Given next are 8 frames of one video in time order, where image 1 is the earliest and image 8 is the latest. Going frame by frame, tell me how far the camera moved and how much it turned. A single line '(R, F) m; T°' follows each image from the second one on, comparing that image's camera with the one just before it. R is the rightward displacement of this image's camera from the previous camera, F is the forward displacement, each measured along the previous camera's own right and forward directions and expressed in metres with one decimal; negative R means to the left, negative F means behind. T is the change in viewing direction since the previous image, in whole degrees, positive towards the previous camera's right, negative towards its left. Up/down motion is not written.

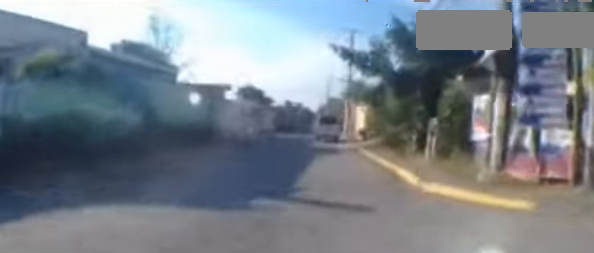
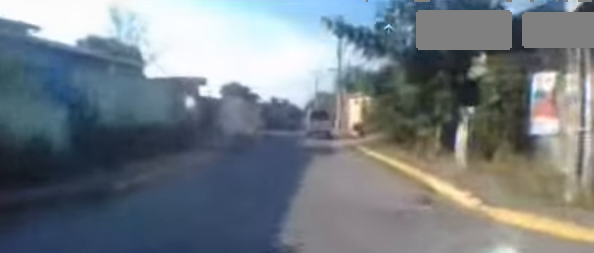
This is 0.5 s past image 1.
(0.0, +2.8) m; 0°
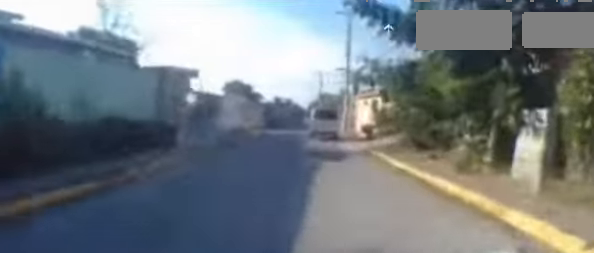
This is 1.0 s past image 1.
(0.0, +2.2) m; +1°
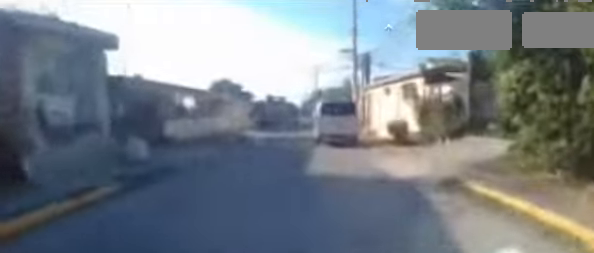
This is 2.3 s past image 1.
(0.0, +6.7) m; -1°
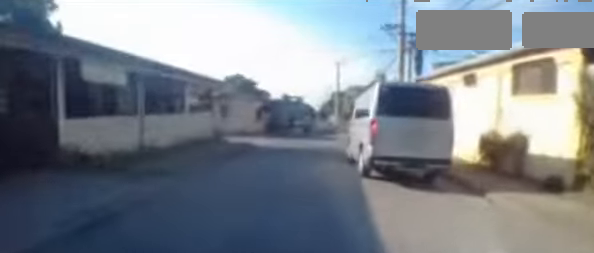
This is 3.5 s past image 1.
(+0.2, +6.3) m; +5°
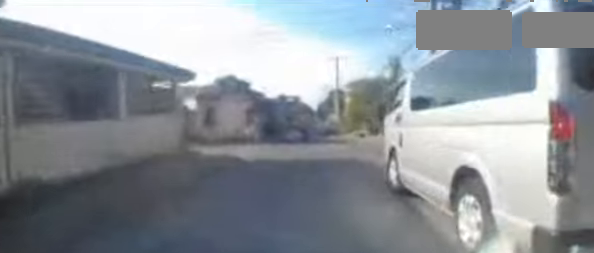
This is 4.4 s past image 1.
(+0.3, +4.2) m; +1°
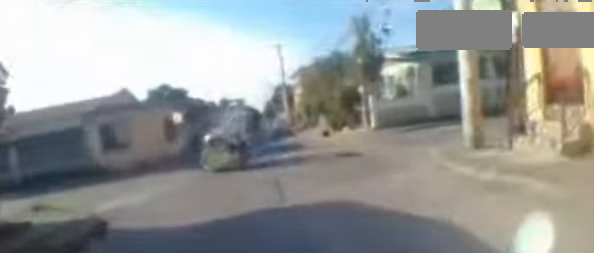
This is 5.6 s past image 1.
(-0.2, +6.2) m; +3°
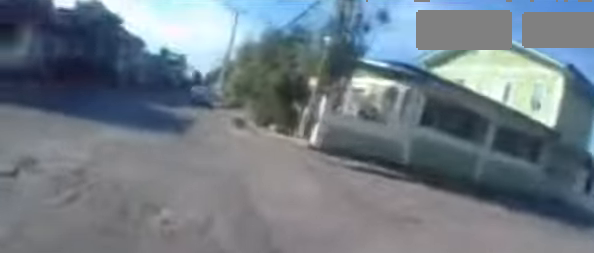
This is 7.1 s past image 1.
(+0.4, +6.5) m; -2°
